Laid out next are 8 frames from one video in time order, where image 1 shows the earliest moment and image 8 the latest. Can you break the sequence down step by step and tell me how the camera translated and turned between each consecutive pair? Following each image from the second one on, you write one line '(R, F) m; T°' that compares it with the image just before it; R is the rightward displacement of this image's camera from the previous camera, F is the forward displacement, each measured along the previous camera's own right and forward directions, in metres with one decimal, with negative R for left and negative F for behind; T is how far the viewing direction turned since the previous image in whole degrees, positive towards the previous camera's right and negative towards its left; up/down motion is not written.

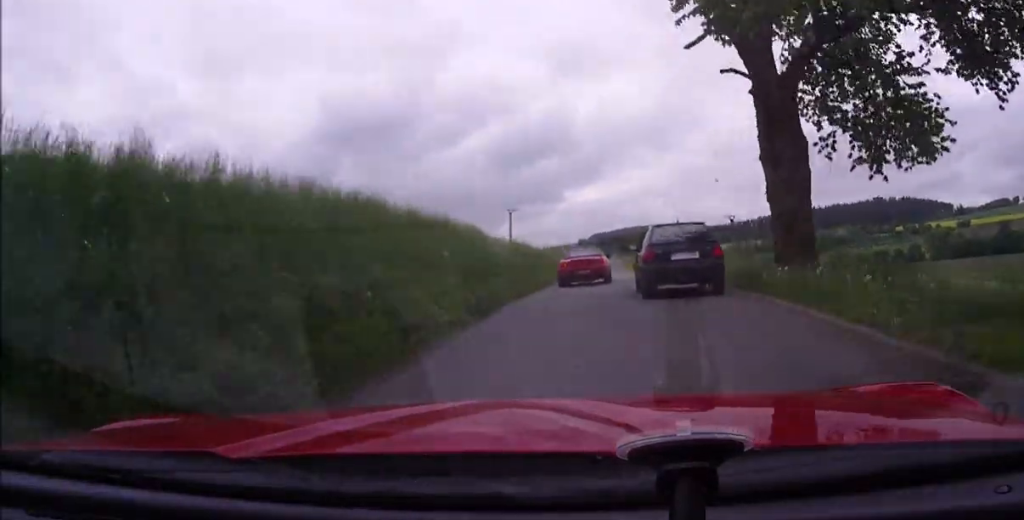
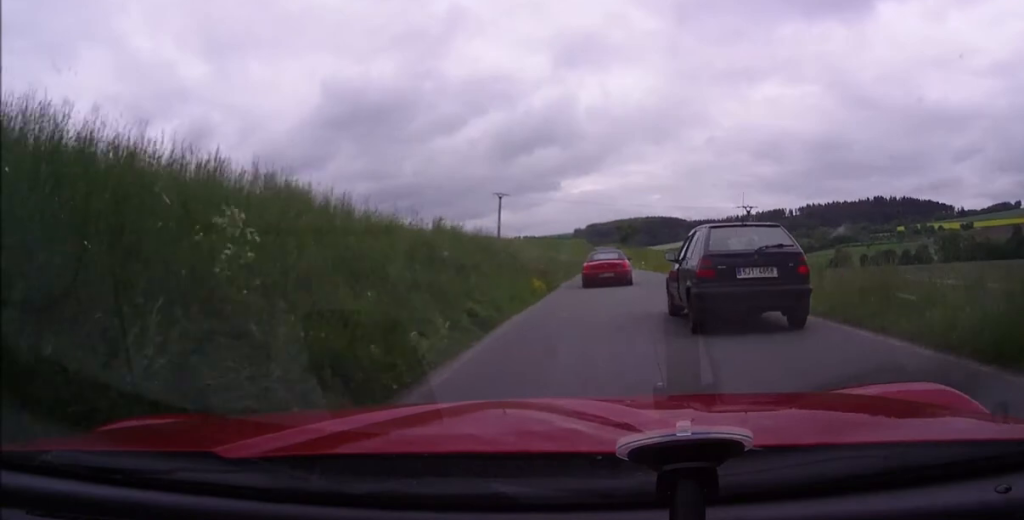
(+0.1, +14.8) m; 0°
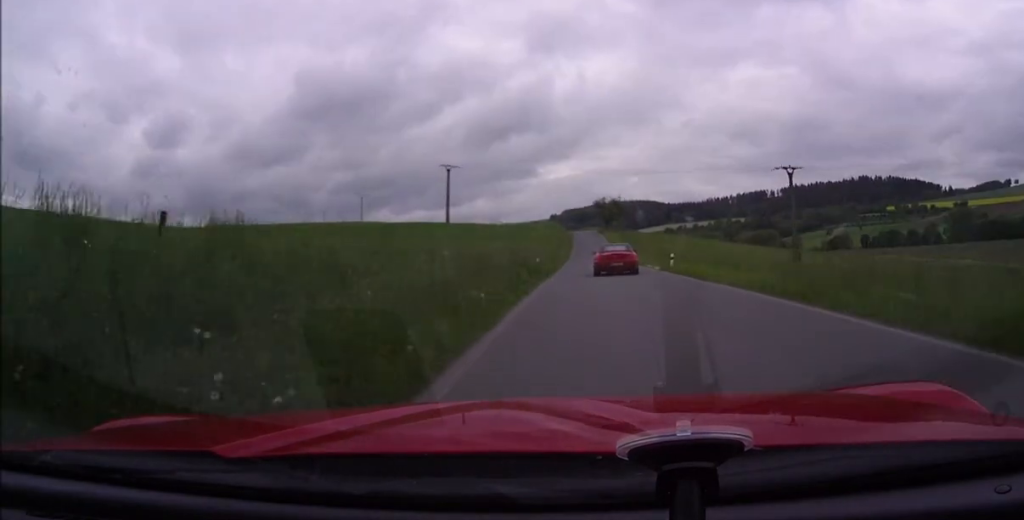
(-0.2, +34.1) m; -1°
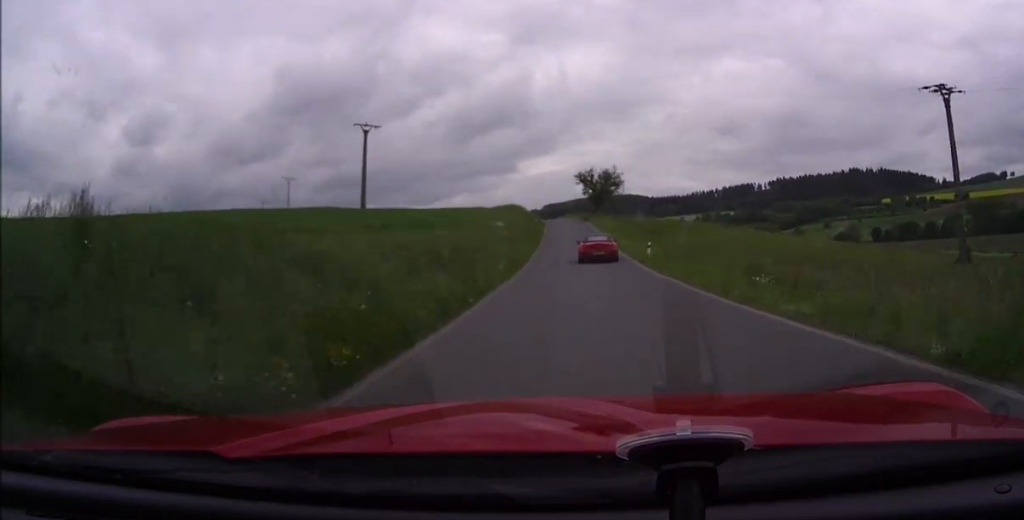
(-0.1, +38.9) m; 0°
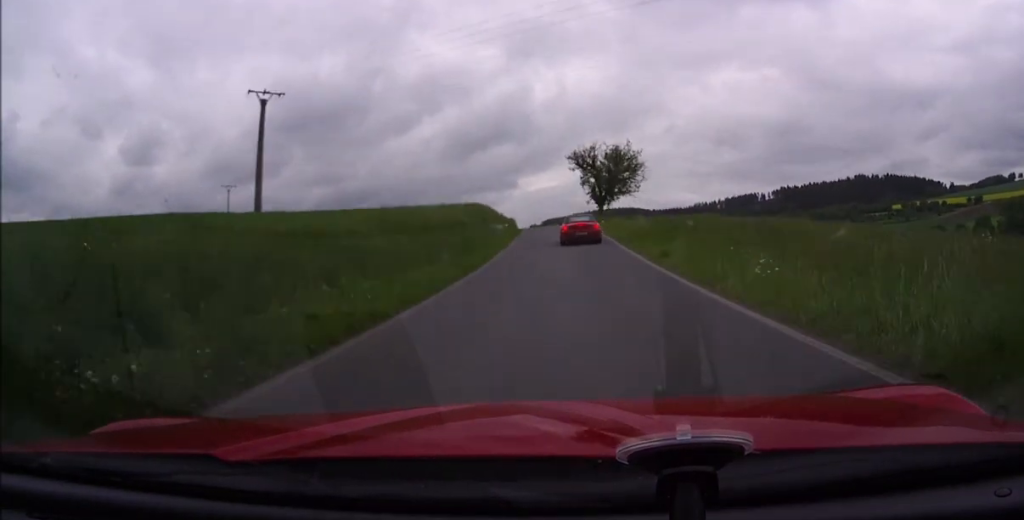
(+0.1, +28.4) m; 0°
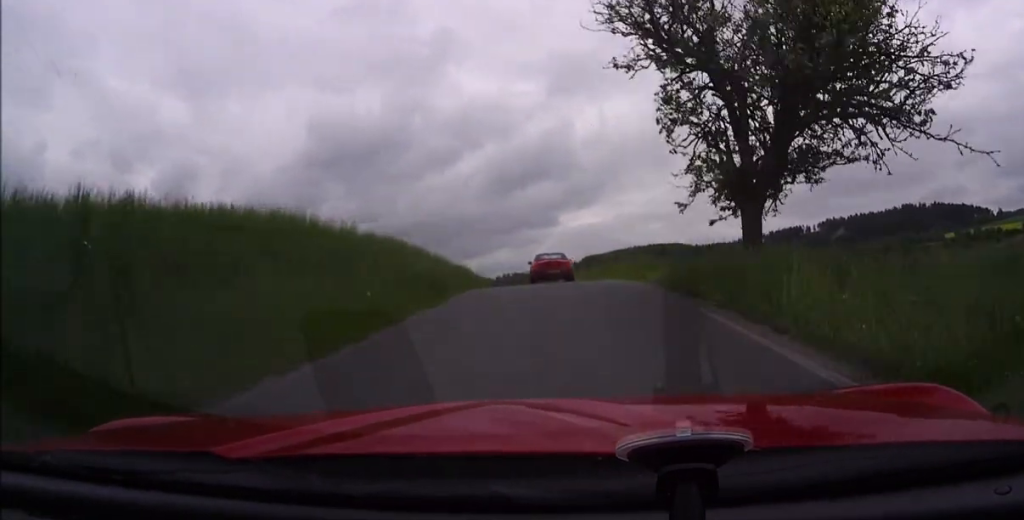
(0.0, +44.6) m; -1°
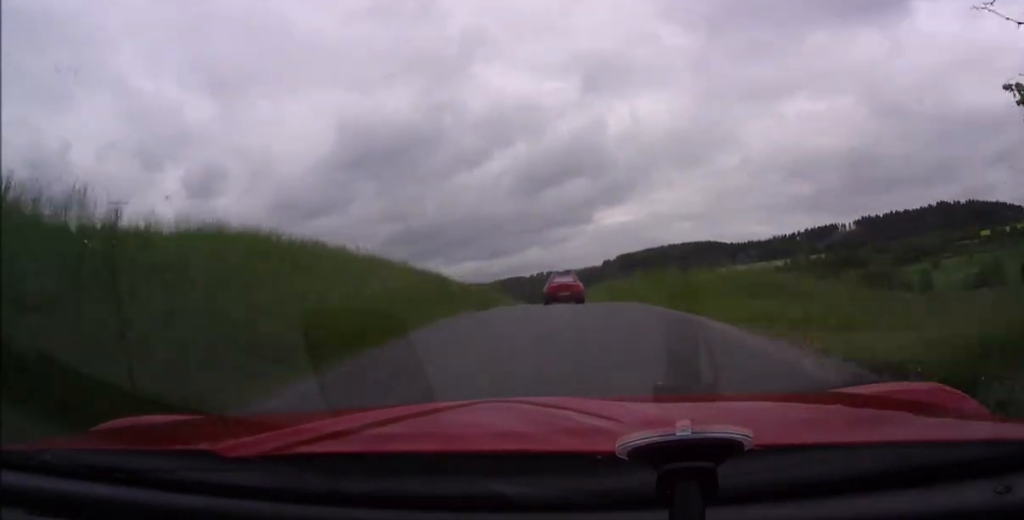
(+0.3, +13.6) m; -1°
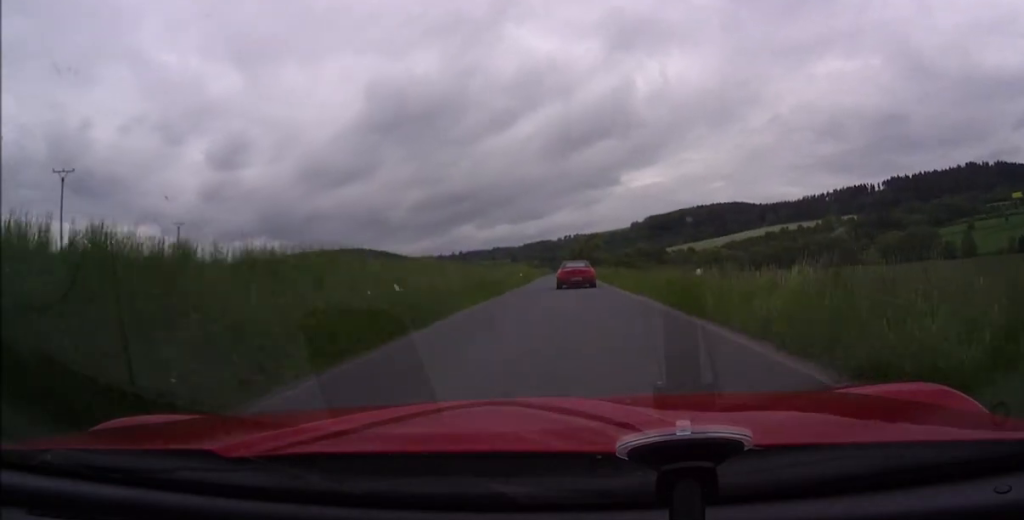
(-0.8, +15.7) m; -3°
